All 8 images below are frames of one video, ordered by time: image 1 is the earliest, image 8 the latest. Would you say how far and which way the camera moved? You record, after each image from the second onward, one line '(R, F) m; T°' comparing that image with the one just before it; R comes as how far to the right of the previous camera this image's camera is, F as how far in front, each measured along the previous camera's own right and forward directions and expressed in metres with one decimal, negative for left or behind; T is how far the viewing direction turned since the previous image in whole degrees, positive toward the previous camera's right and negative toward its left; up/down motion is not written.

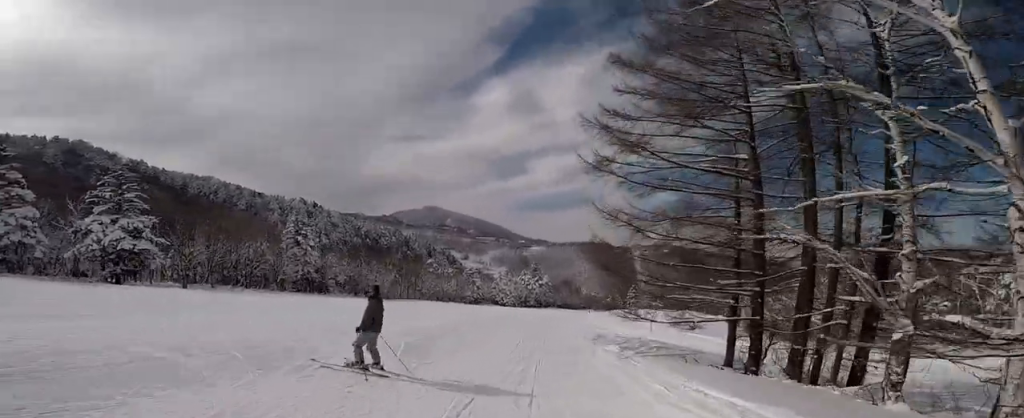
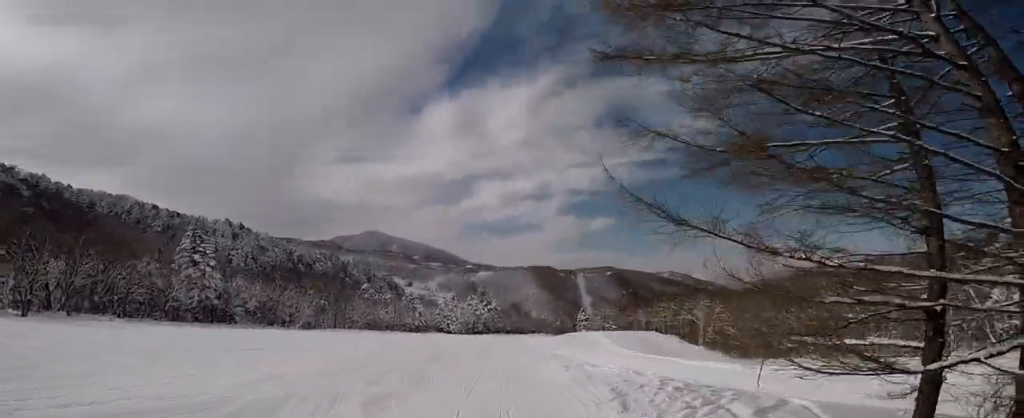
(+0.3, +11.0) m; +2°
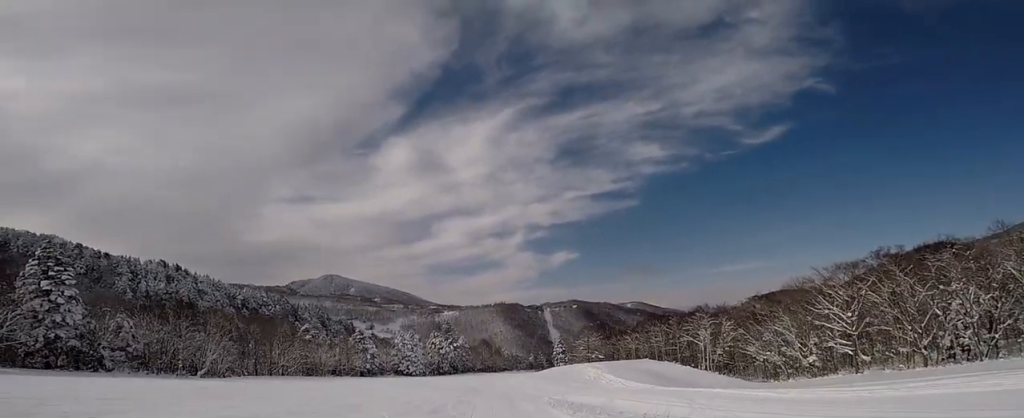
(+0.1, +19.9) m; +7°
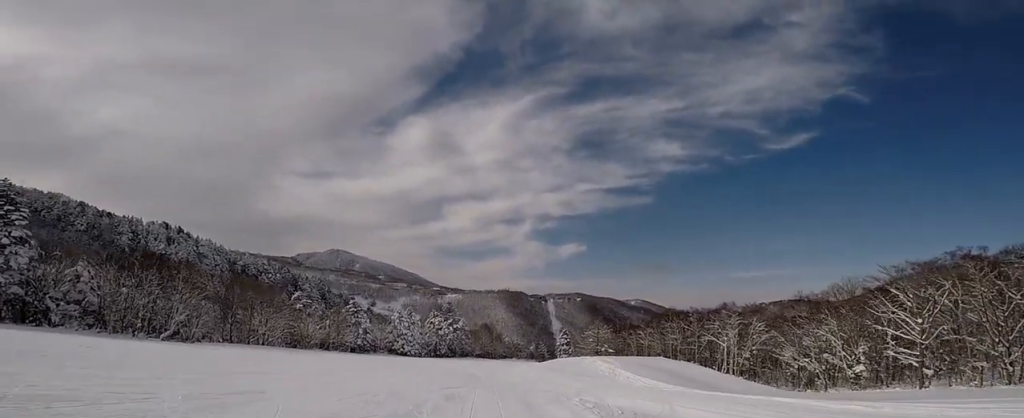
(+1.1, +8.9) m; 0°
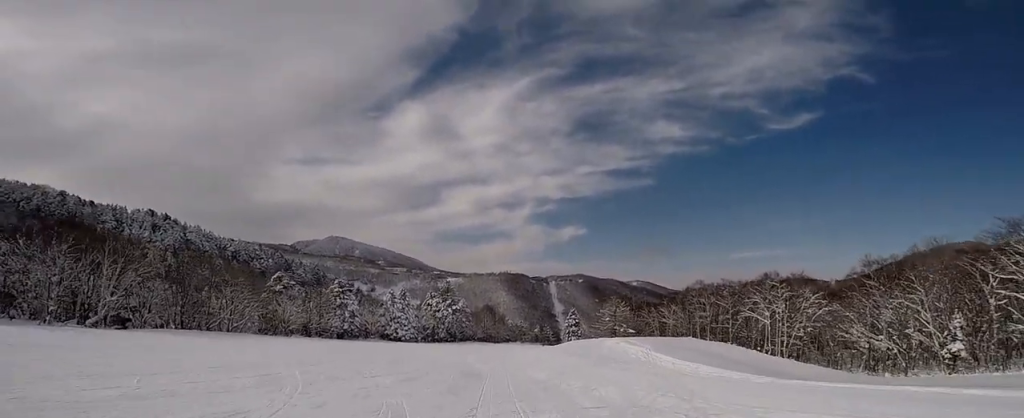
(-1.5, +13.1) m; -4°
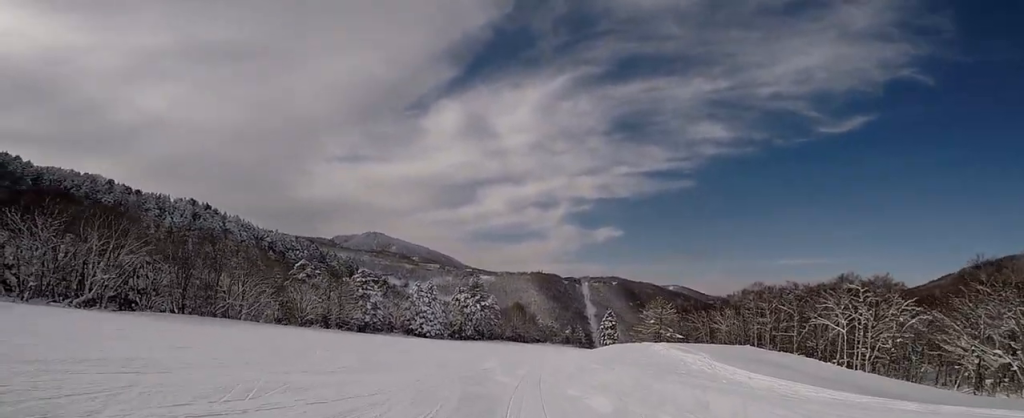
(+0.2, +8.6) m; +6°
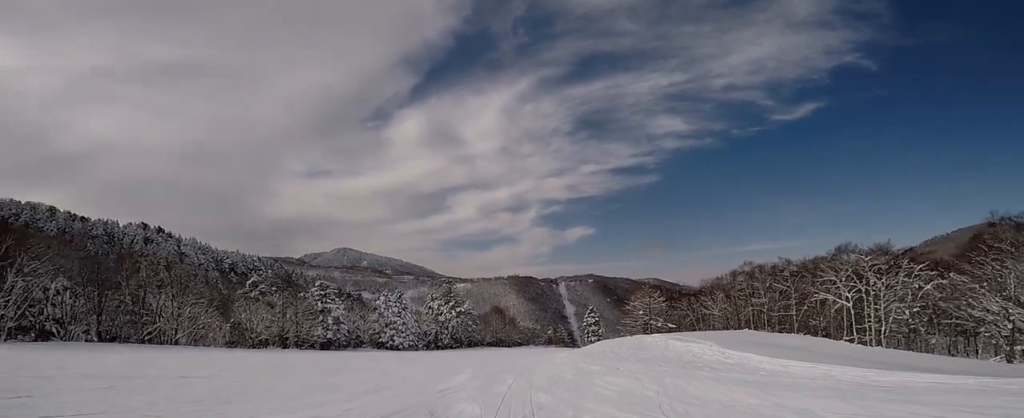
(+1.1, +7.7) m; 0°
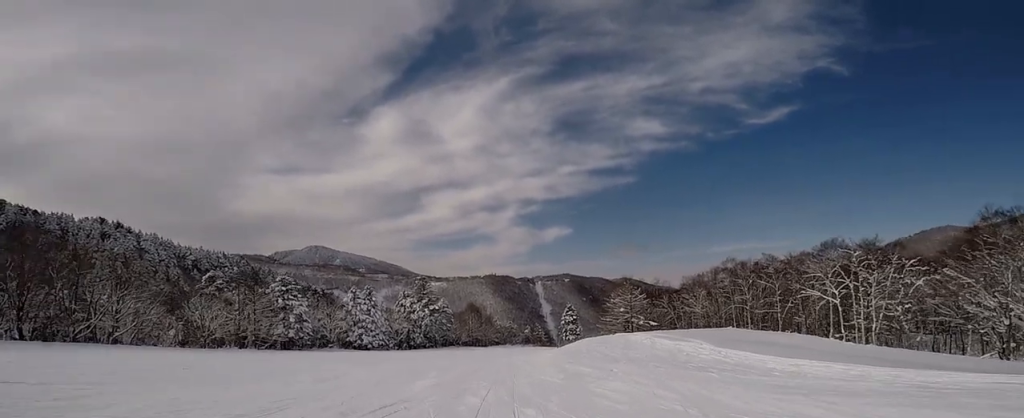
(-0.5, +4.1) m; 0°
